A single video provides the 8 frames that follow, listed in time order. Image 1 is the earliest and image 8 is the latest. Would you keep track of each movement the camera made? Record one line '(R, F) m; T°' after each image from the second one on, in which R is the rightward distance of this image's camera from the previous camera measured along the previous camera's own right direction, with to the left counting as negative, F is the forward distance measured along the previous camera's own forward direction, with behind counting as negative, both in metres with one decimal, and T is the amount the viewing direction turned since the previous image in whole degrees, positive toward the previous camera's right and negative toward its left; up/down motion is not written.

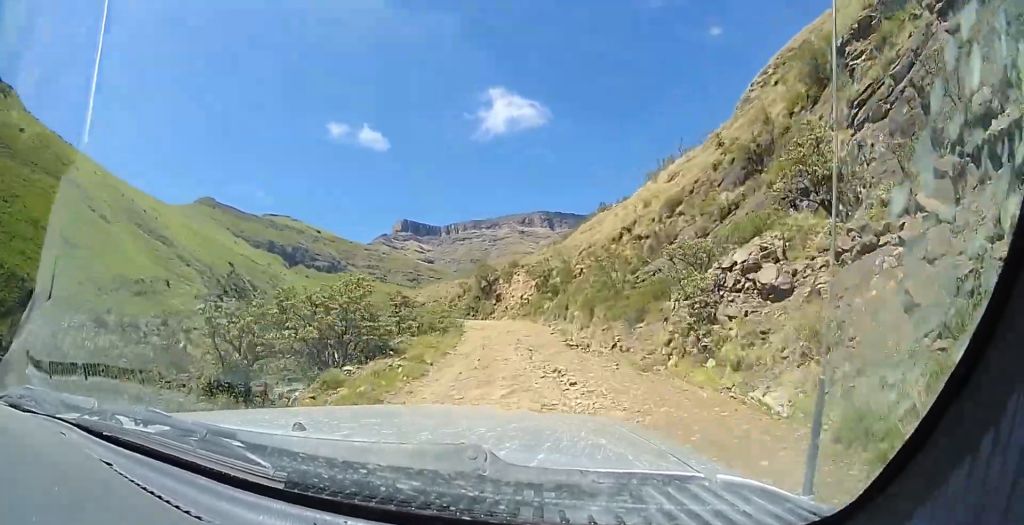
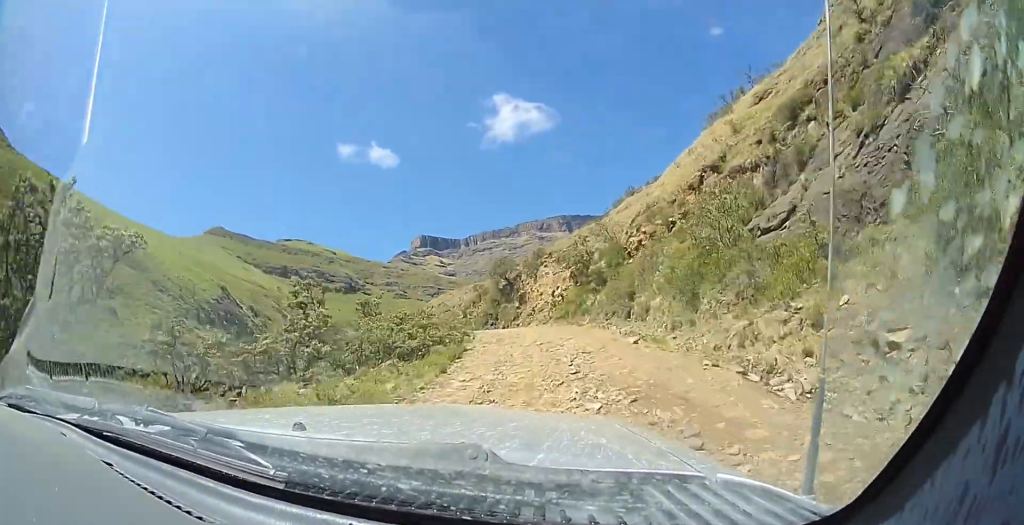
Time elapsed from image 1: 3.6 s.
(-0.7, +13.7) m; -5°
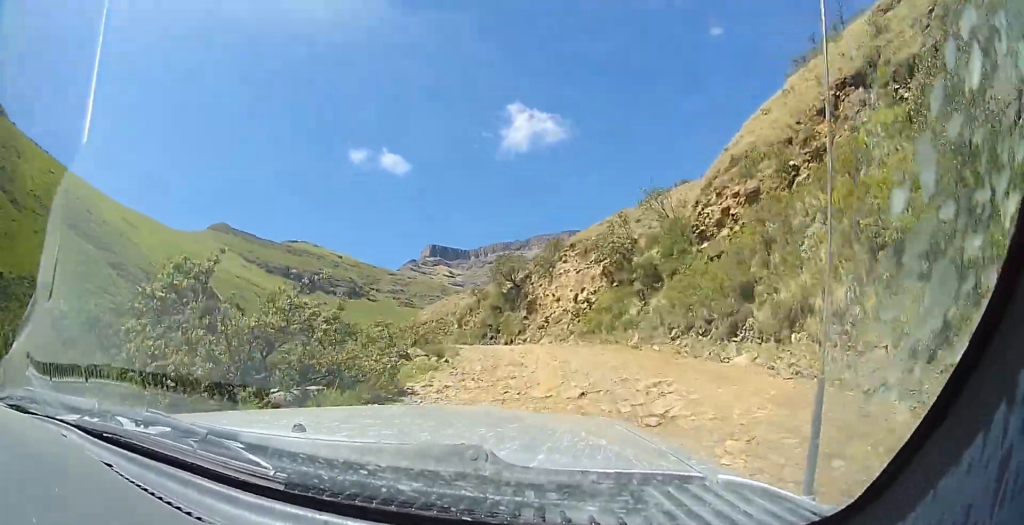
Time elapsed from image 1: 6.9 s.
(-0.5, +11.5) m; -3°
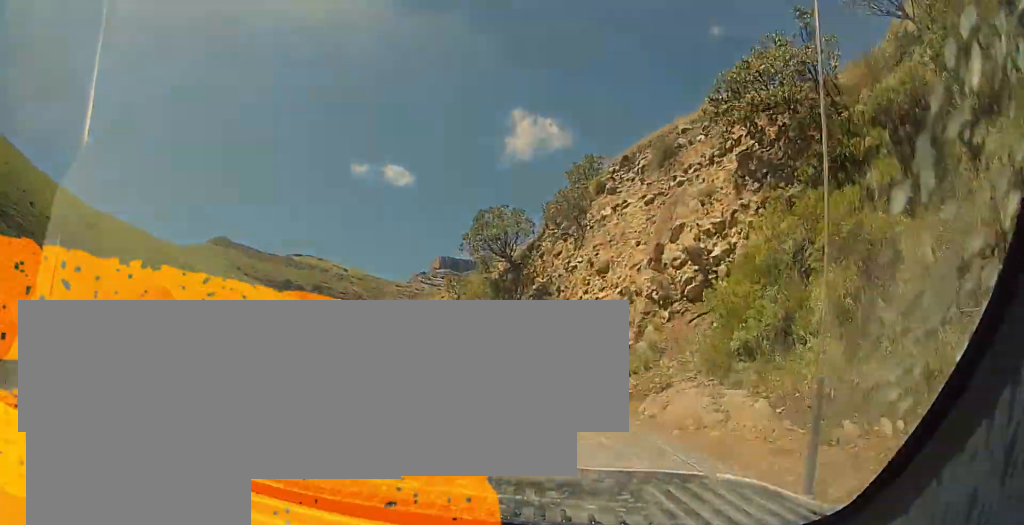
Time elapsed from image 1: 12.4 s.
(-0.6, +17.2) m; -10°
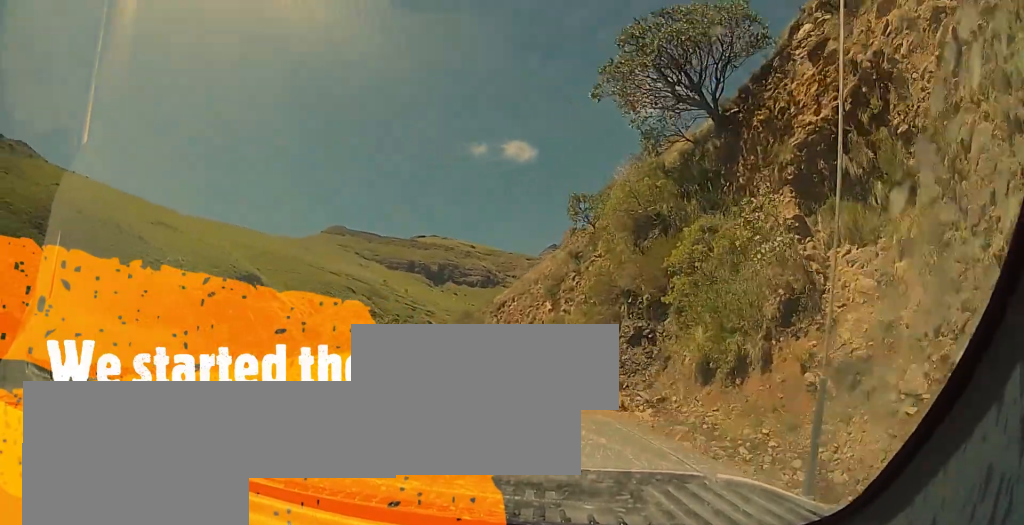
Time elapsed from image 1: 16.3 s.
(-1.5, +11.5) m; -16°
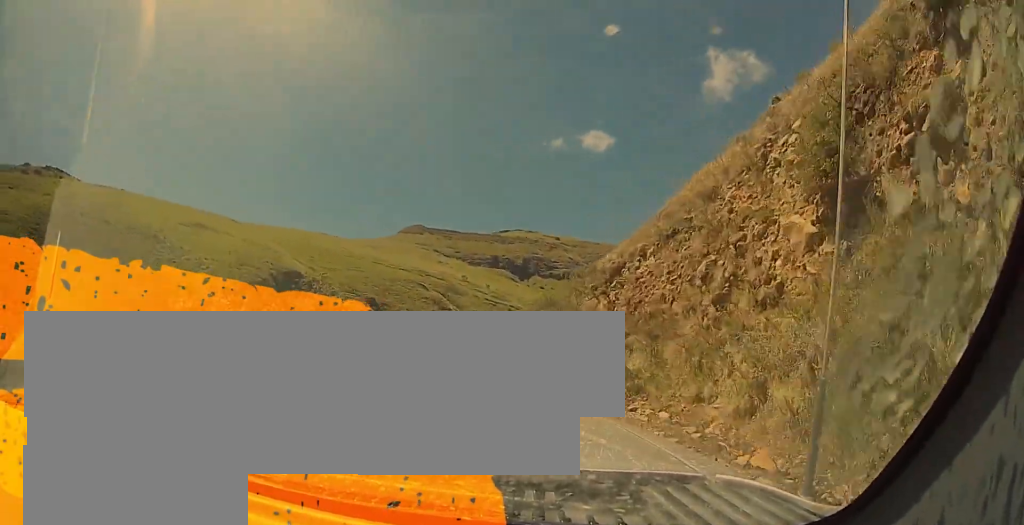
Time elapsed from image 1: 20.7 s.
(-2.0, +13.3) m; -9°
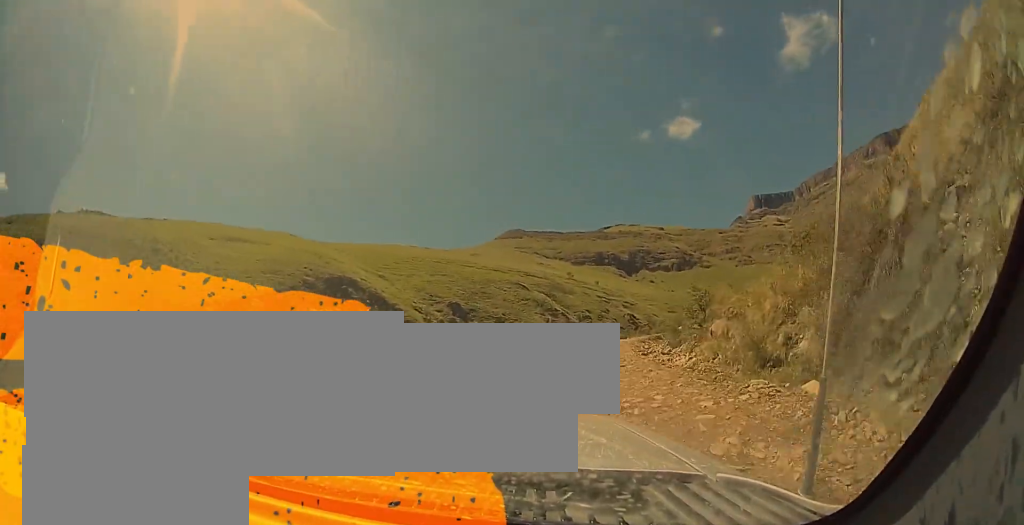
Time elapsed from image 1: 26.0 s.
(+1.2, +17.5) m; +7°
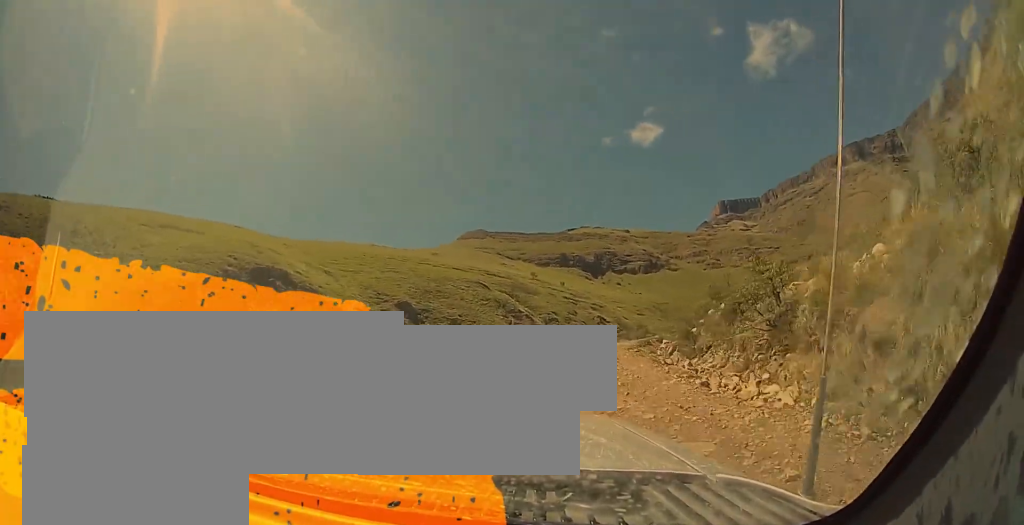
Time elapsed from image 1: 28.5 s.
(+0.9, +8.8) m; 0°
